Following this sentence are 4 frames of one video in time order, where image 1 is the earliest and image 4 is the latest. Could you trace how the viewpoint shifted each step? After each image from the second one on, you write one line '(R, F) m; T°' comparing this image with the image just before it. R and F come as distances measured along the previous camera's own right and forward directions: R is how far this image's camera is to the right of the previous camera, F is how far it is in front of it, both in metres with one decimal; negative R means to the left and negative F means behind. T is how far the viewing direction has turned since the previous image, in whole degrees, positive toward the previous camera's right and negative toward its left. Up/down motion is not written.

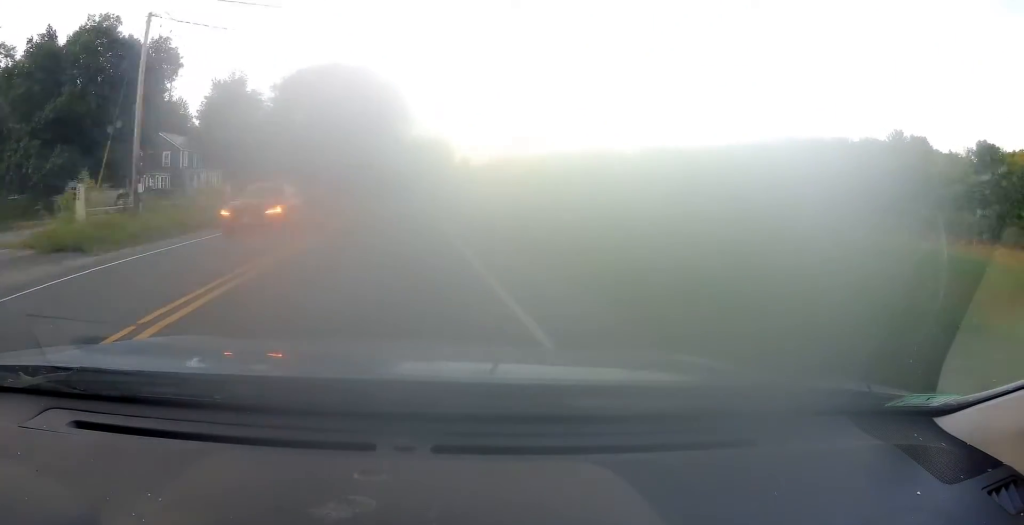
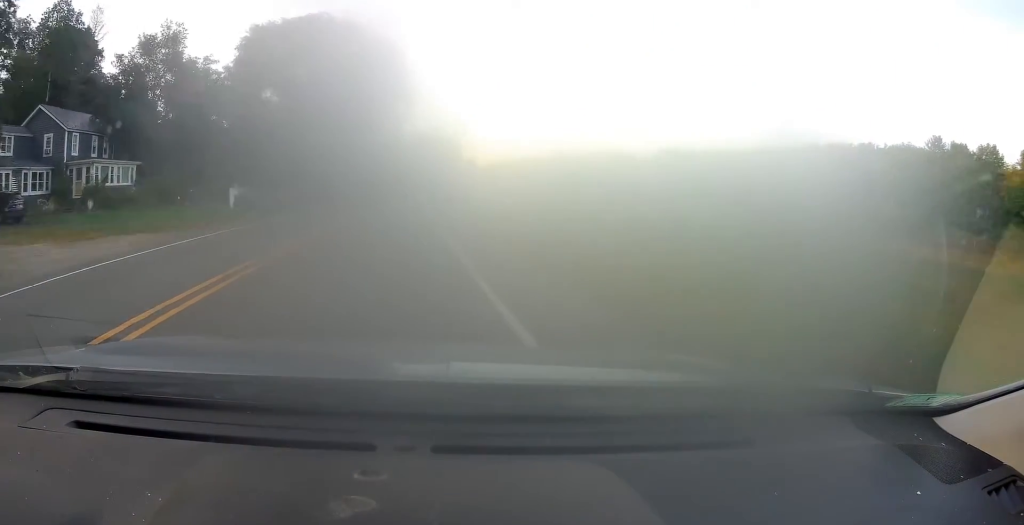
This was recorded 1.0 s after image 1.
(0.0, +24.5) m; -2°
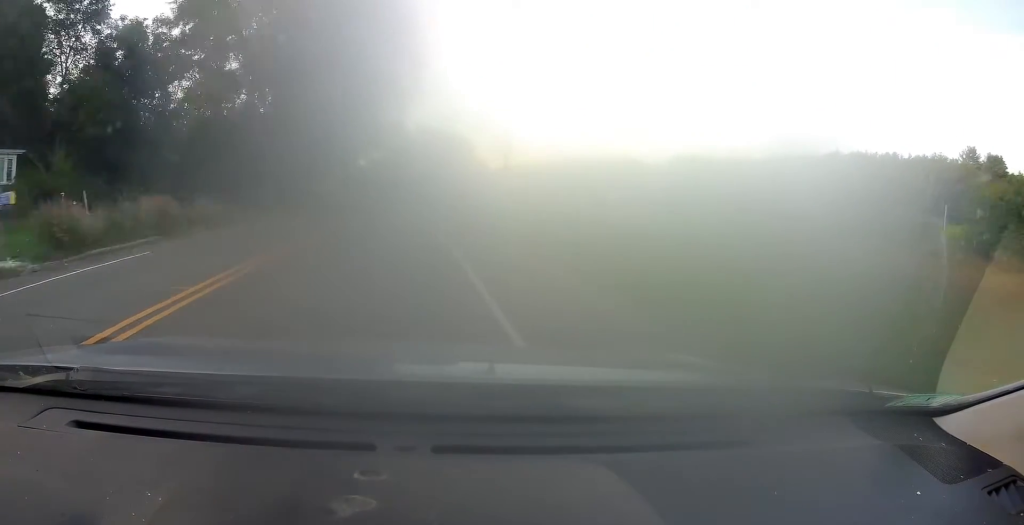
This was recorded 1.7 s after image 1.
(-0.4, +17.9) m; -1°
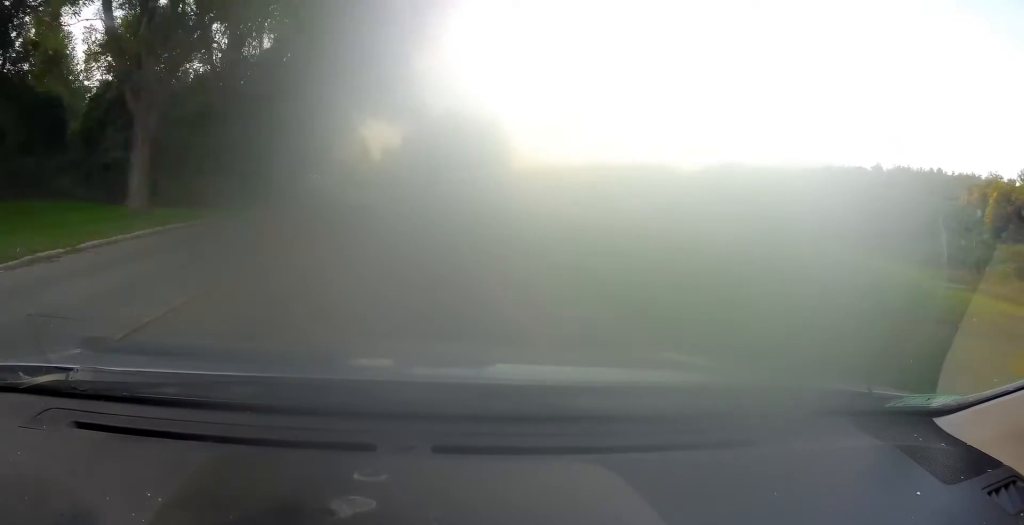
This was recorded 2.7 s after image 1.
(-0.3, +24.4) m; -1°
